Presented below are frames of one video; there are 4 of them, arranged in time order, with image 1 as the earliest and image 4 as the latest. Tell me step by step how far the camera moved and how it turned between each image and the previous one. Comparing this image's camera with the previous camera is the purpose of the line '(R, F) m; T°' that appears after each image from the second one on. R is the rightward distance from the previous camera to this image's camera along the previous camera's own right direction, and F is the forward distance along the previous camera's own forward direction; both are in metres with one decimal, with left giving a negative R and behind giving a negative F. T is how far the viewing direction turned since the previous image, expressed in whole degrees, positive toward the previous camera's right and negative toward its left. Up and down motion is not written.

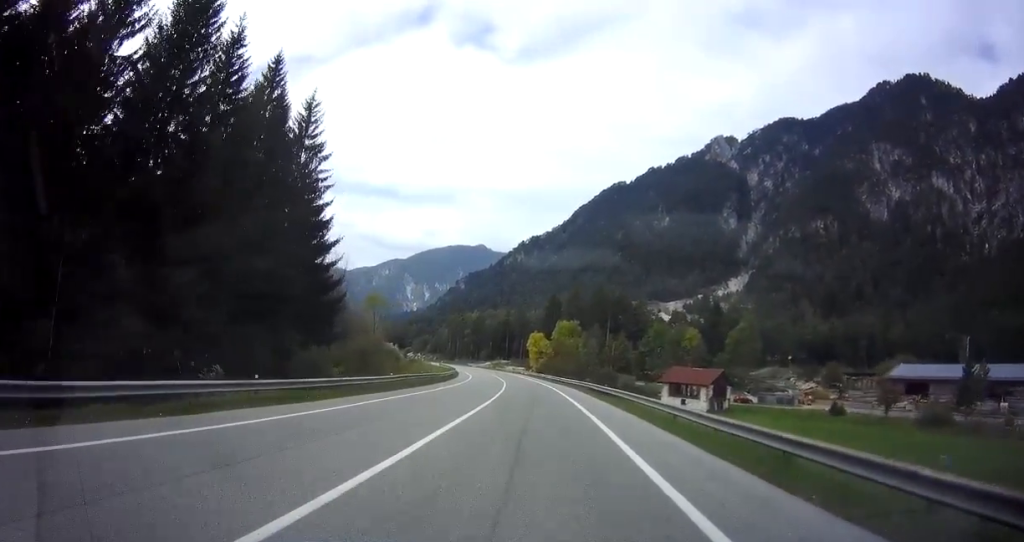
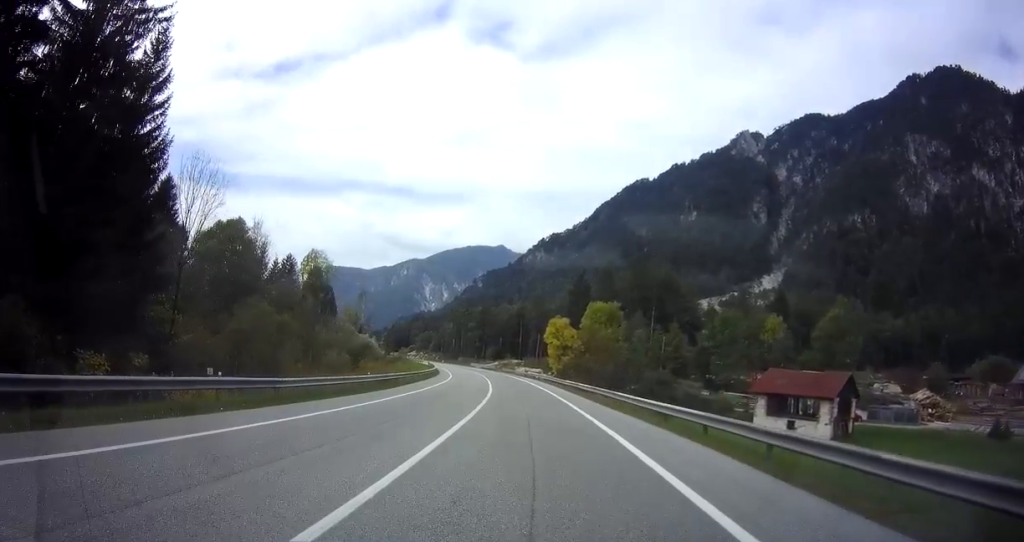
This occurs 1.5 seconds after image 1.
(-0.1, +32.8) m; +1°
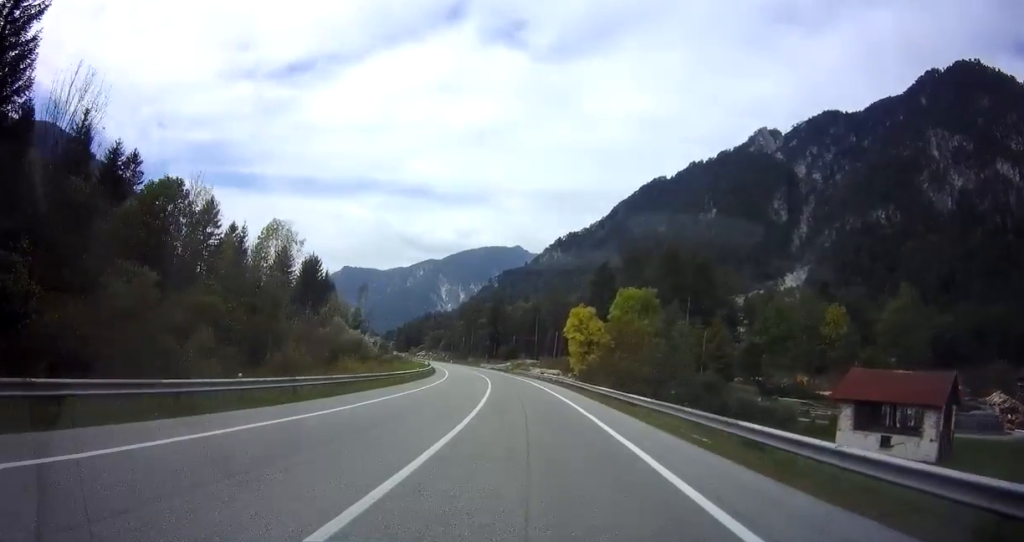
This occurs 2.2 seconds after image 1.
(+0.2, +14.7) m; 0°
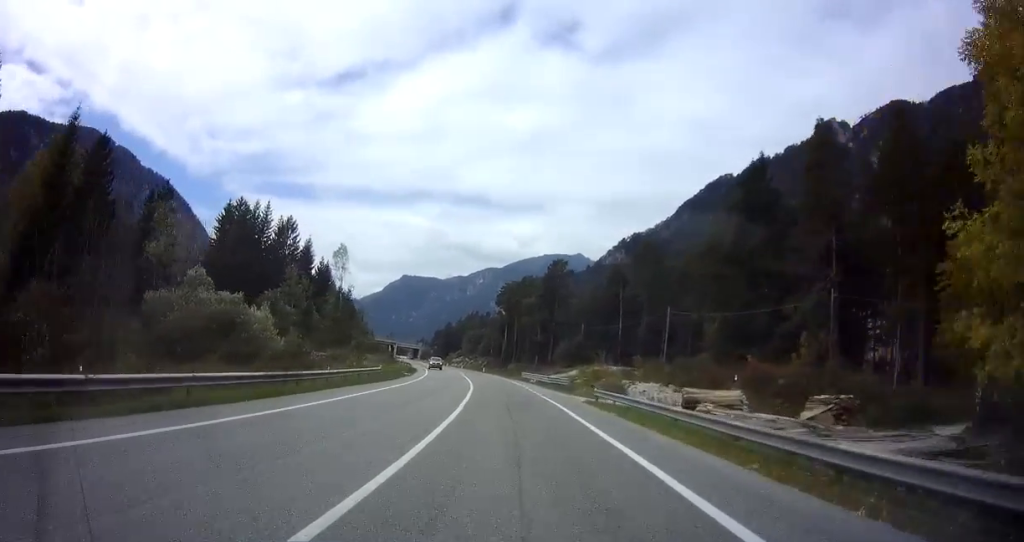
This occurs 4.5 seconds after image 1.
(-5.5, +51.8) m; -12°
